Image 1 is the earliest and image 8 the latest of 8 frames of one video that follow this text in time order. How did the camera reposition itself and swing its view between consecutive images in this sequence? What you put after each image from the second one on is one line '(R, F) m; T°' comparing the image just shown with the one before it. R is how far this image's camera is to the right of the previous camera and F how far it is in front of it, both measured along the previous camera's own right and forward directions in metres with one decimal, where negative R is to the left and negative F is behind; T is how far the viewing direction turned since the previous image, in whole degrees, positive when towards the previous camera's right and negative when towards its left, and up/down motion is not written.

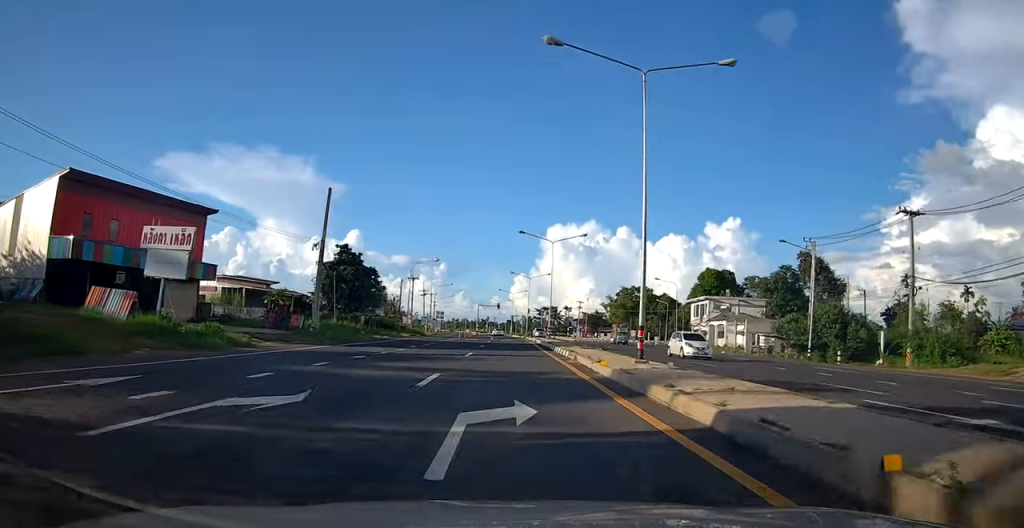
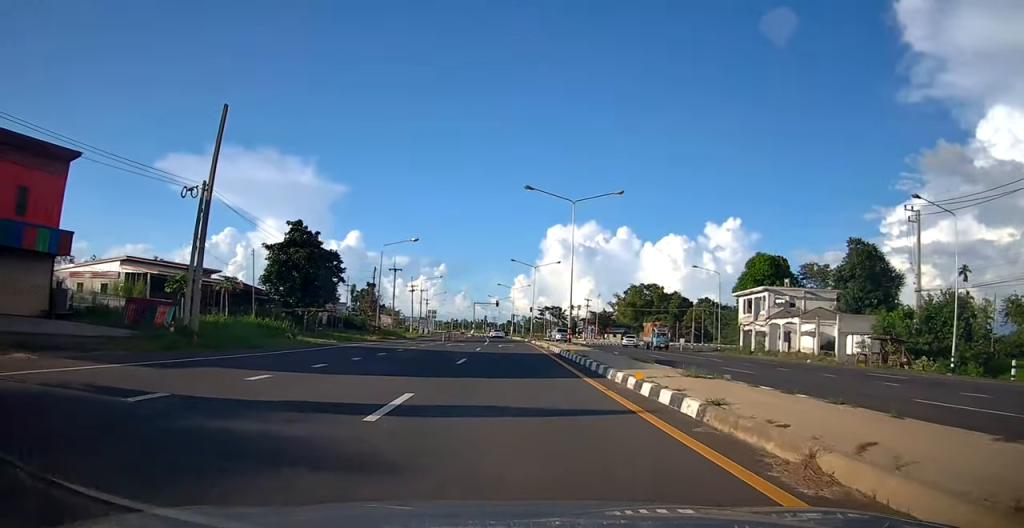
(+0.5, +15.8) m; -1°
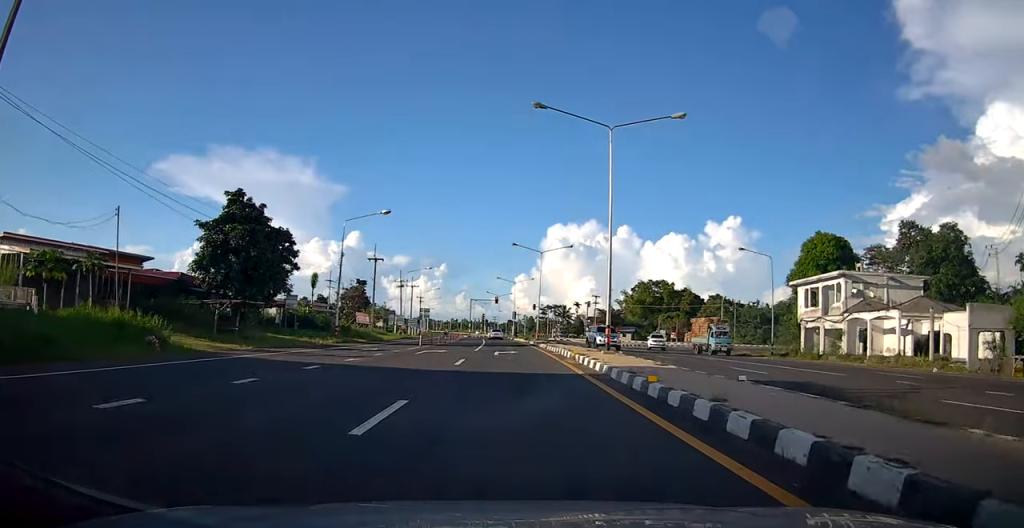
(-0.5, +12.4) m; 0°
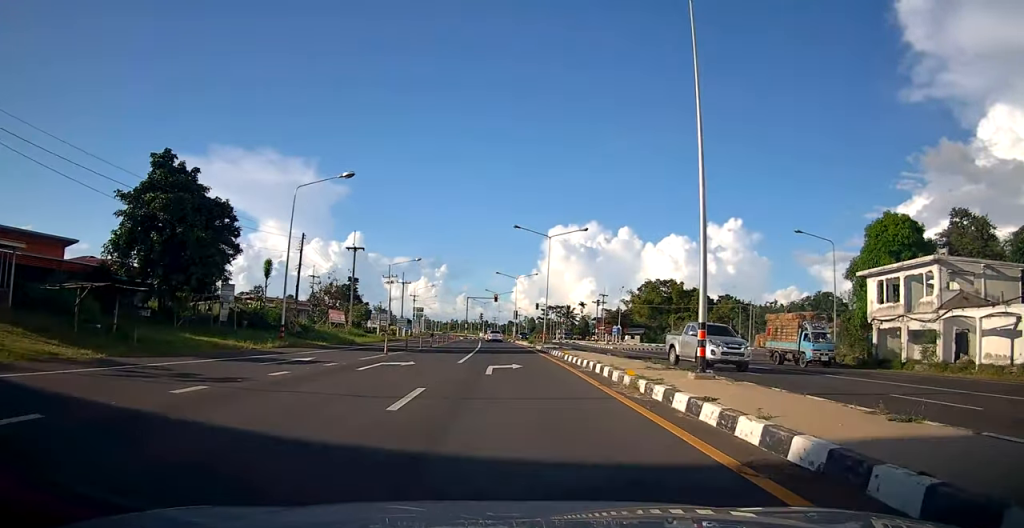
(+0.5, +9.7) m; +2°
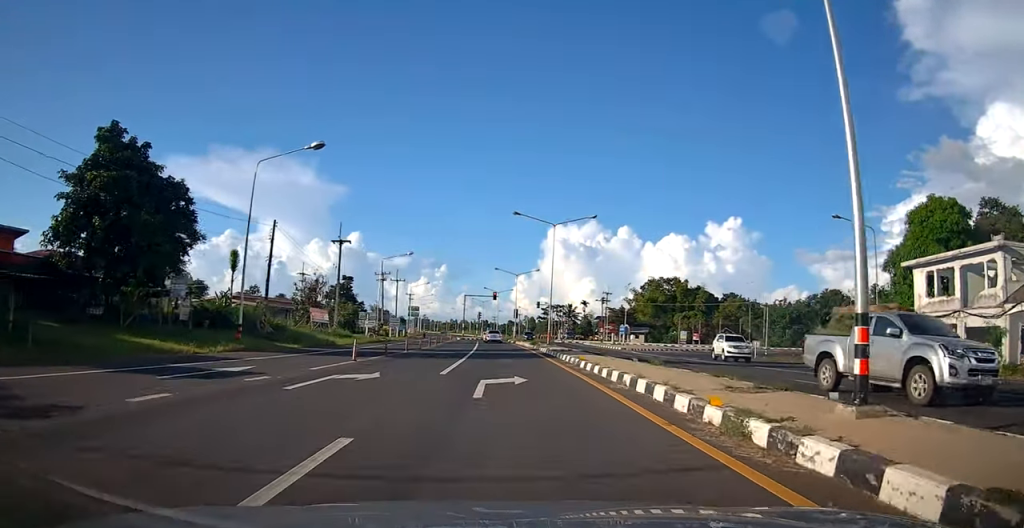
(0.0, +4.8) m; -1°
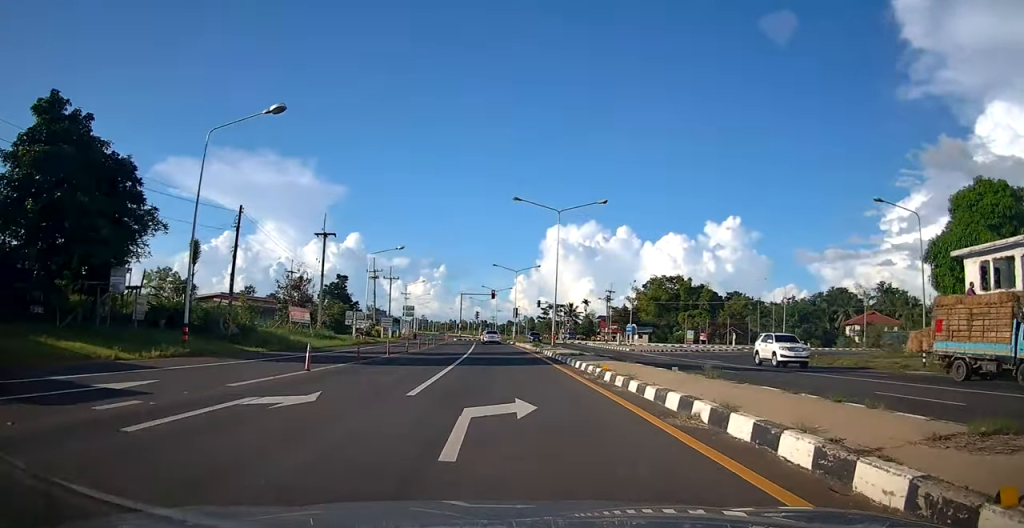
(0.0, +4.6) m; -1°
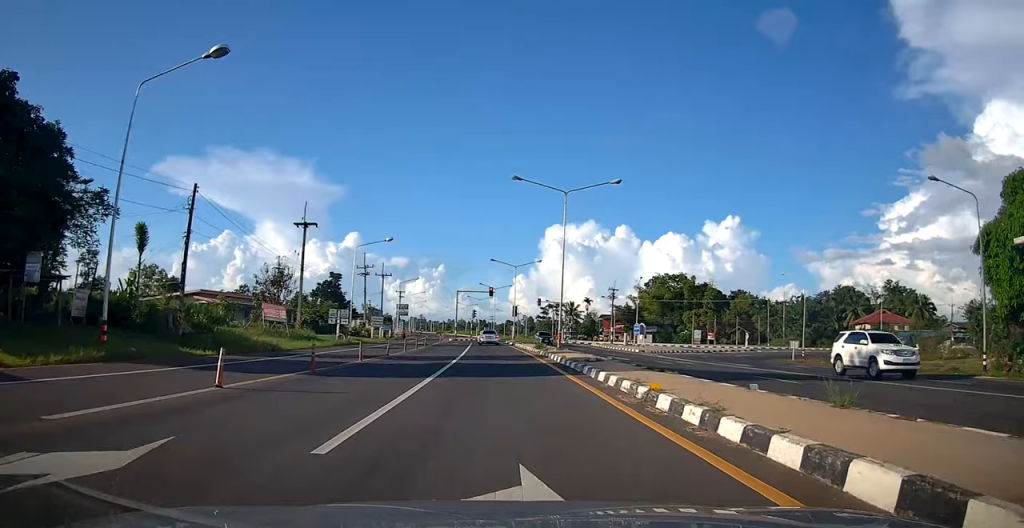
(-0.1, +4.6) m; -1°
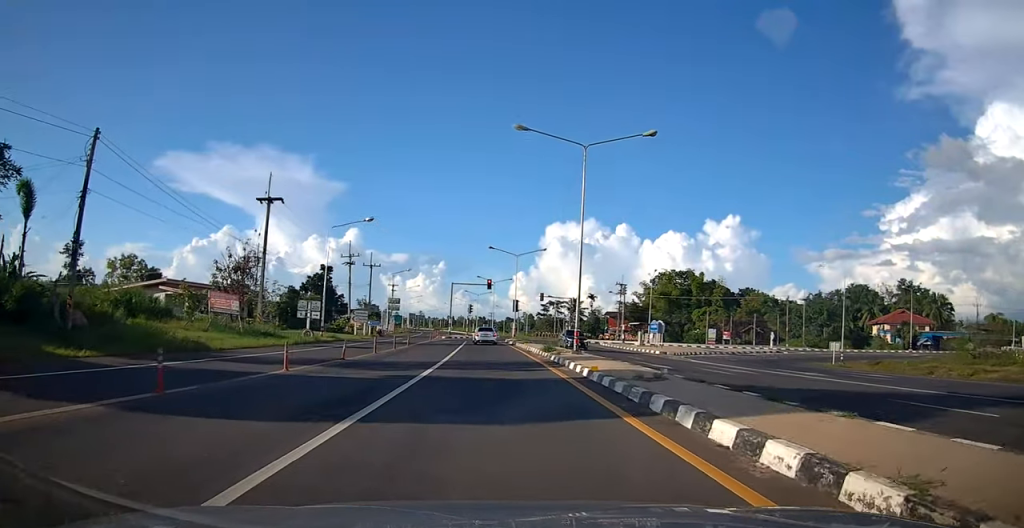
(-0.1, +7.2) m; -1°
